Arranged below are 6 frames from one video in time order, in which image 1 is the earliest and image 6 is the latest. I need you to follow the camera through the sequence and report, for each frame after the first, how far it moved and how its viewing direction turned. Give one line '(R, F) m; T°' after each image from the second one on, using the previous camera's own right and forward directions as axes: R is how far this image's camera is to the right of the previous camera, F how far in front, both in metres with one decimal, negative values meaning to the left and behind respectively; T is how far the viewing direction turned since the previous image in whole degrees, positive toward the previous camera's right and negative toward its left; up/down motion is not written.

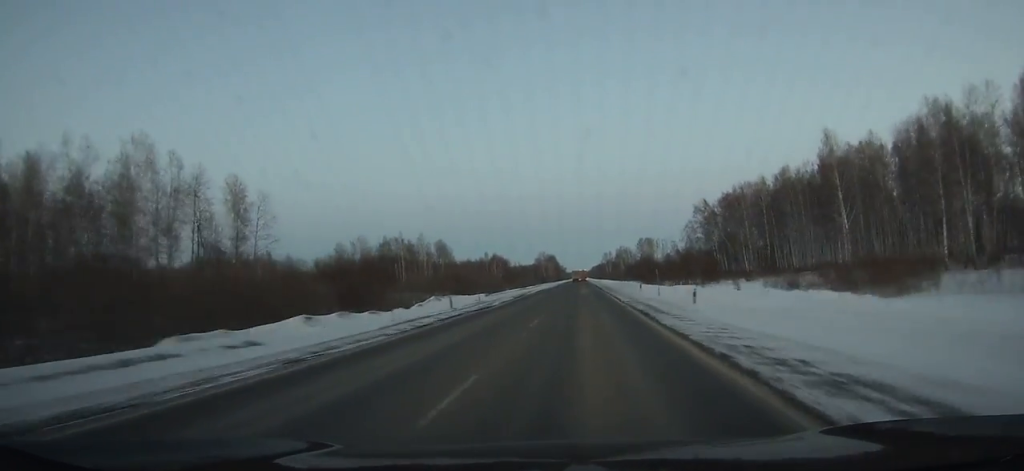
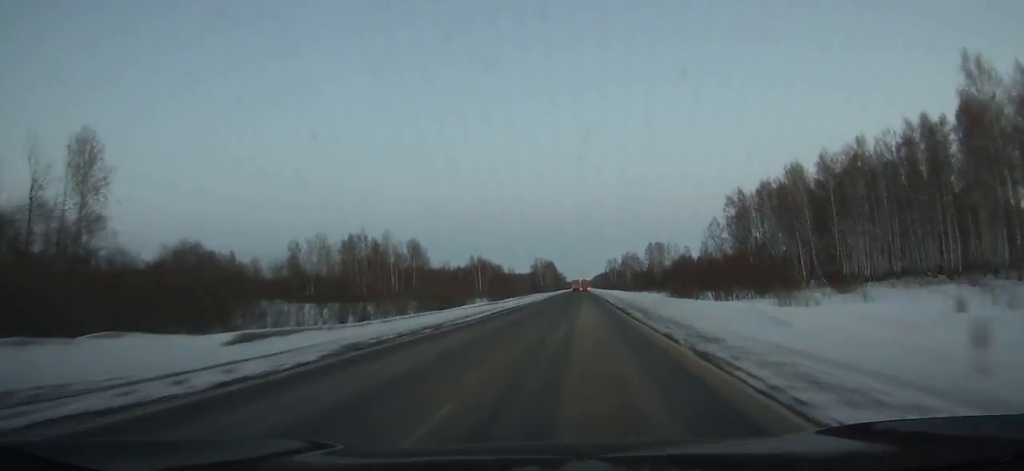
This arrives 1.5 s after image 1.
(+0.2, +38.8) m; 0°
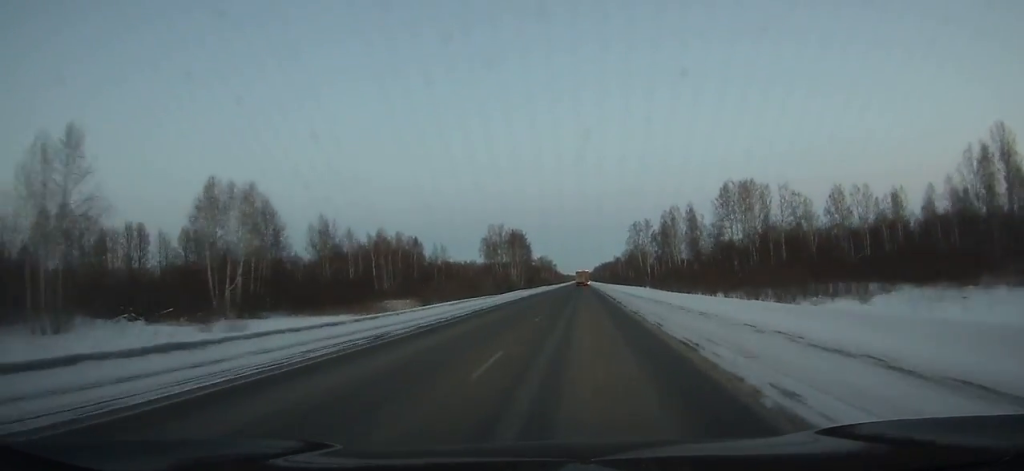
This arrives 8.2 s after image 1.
(-1.2, +167.1) m; 0°
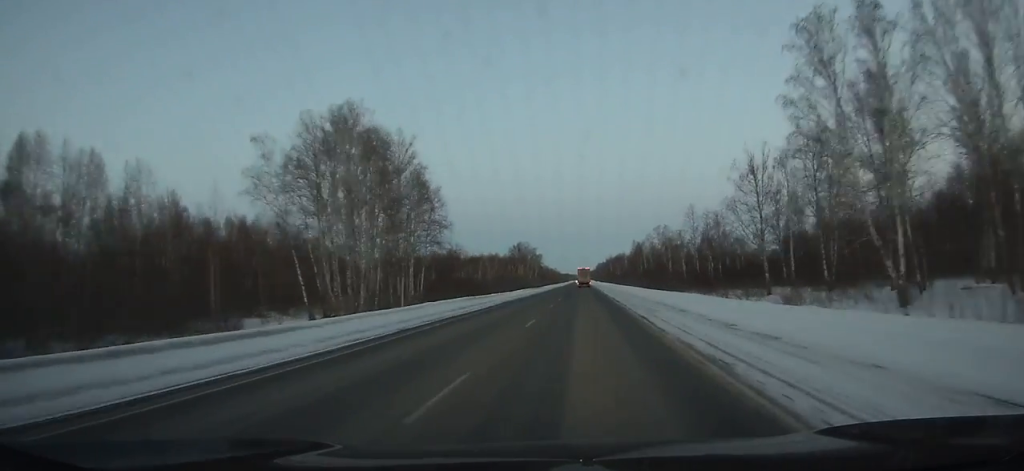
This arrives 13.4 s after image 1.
(+0.5, +124.7) m; 0°
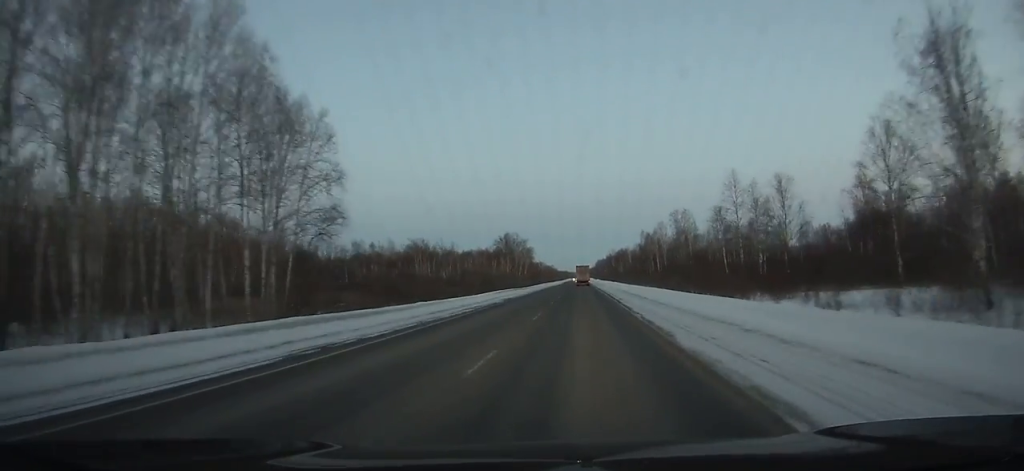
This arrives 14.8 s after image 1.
(-0.1, +33.0) m; 0°
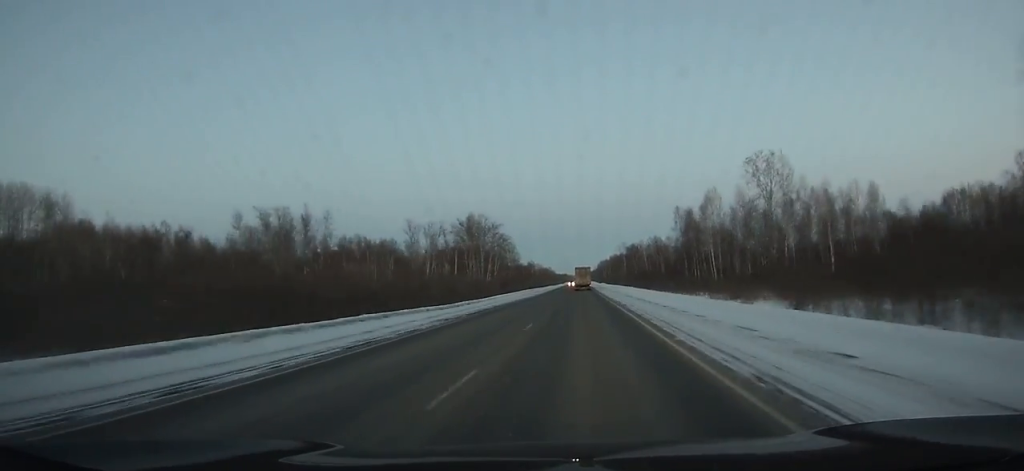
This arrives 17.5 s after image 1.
(-0.2, +63.3) m; 0°
